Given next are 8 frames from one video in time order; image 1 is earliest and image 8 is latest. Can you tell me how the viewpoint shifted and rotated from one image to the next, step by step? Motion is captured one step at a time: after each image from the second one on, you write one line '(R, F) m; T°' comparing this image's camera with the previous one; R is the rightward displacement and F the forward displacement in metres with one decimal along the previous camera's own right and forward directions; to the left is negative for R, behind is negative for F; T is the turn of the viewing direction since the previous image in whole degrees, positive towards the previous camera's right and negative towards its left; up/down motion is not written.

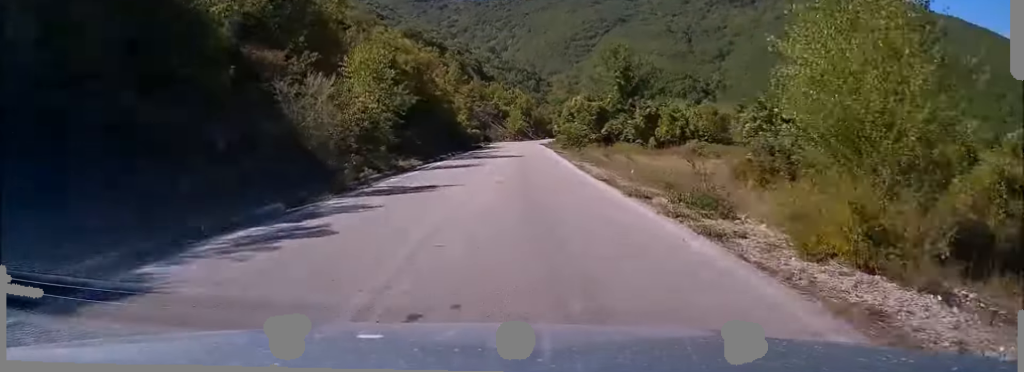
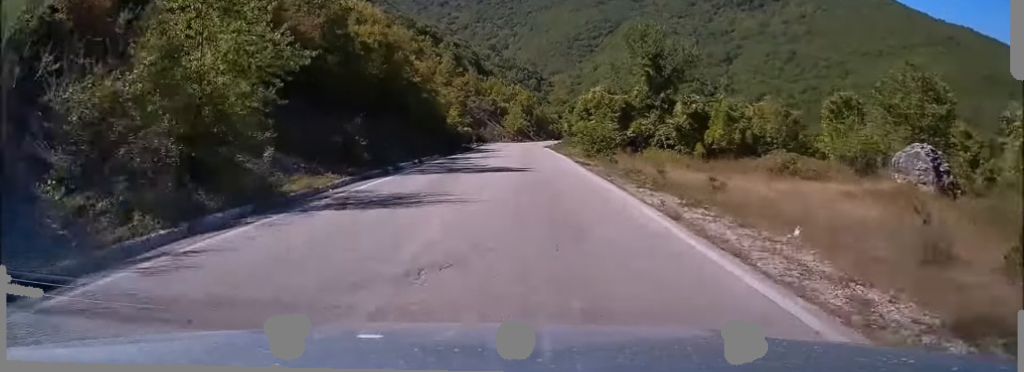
(+0.1, +17.8) m; +1°
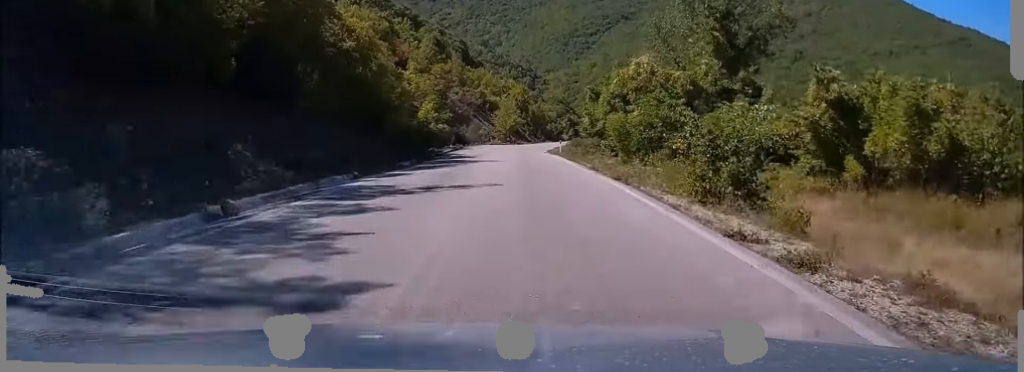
(+0.2, +24.2) m; +1°
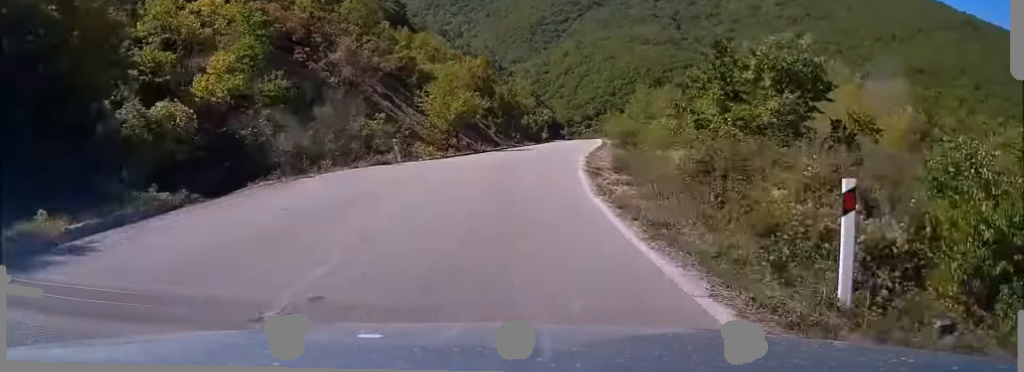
(+0.9, +52.2) m; +3°
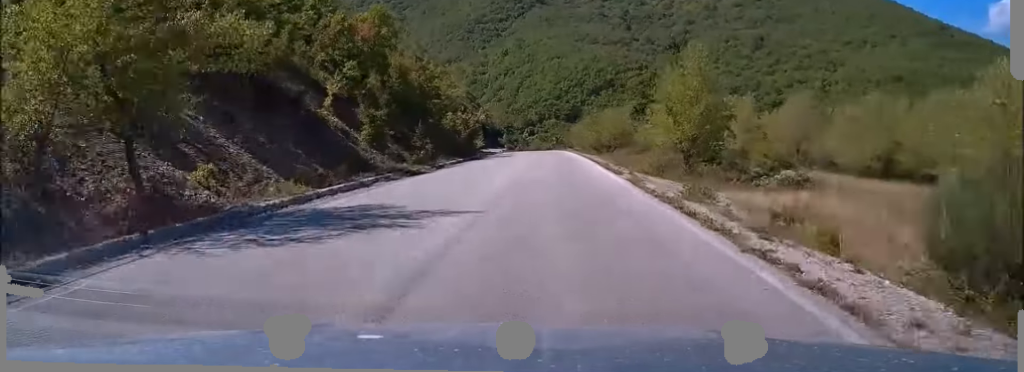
(+1.5, +38.1) m; +4°
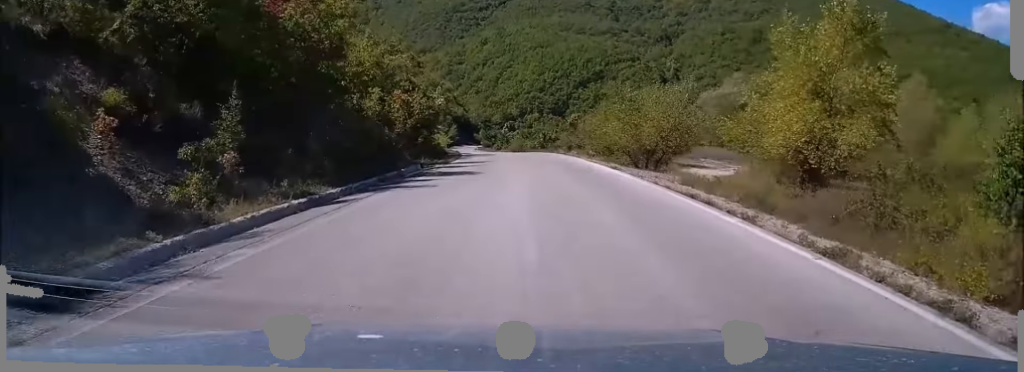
(+0.6, +27.1) m; +2°
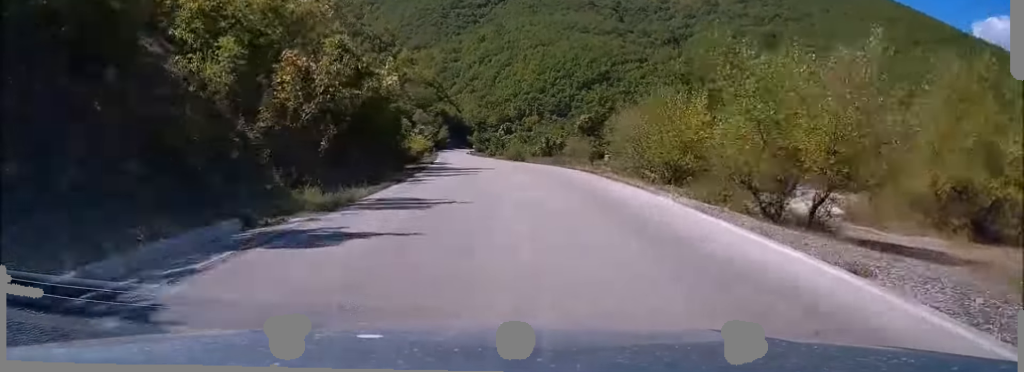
(+0.2, +20.4) m; 0°
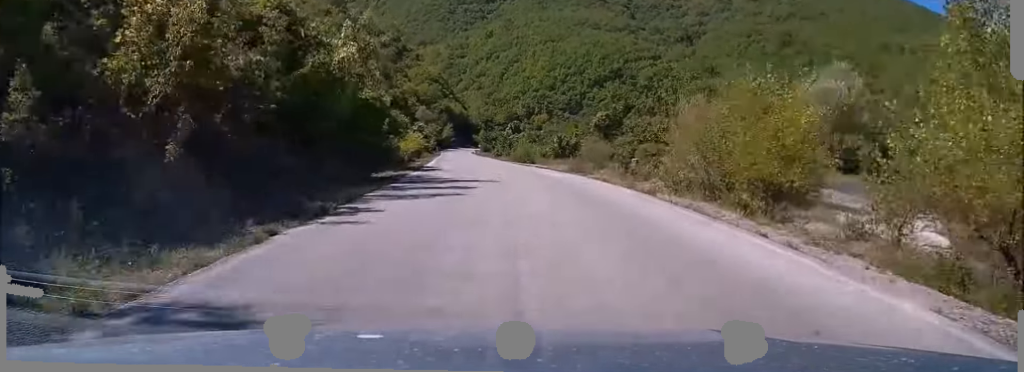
(+0.1, +10.5) m; 0°
